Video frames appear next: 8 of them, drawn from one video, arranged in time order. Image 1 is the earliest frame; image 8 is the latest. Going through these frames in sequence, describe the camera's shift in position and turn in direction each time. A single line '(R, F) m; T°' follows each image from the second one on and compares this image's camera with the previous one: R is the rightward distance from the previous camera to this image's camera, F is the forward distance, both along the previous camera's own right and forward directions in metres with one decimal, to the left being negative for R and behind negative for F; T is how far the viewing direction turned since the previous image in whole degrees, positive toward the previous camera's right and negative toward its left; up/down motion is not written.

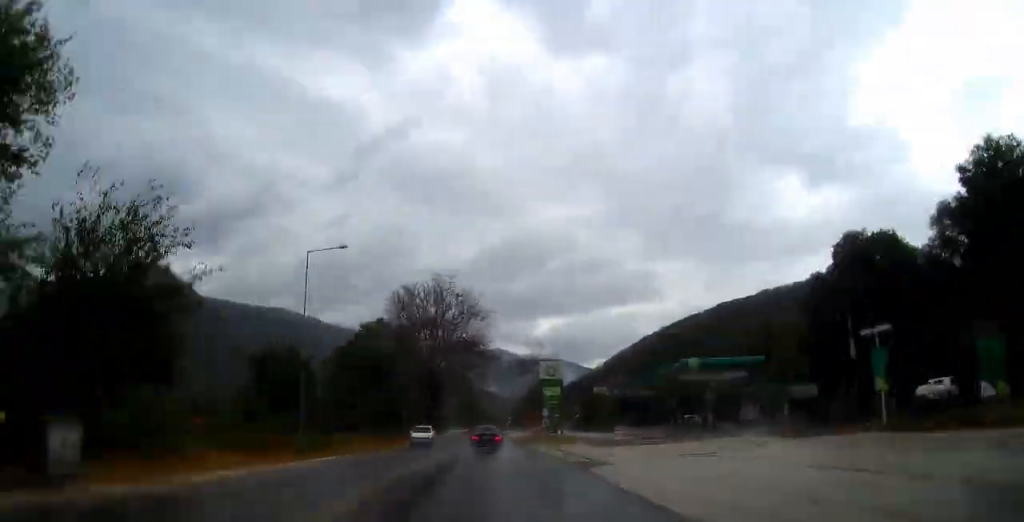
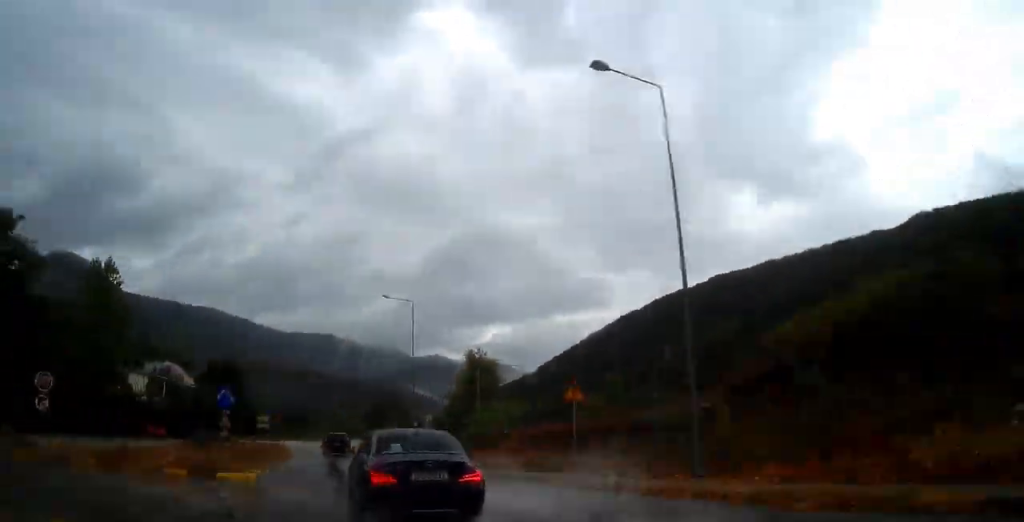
(+0.5, +144.7) m; -4°
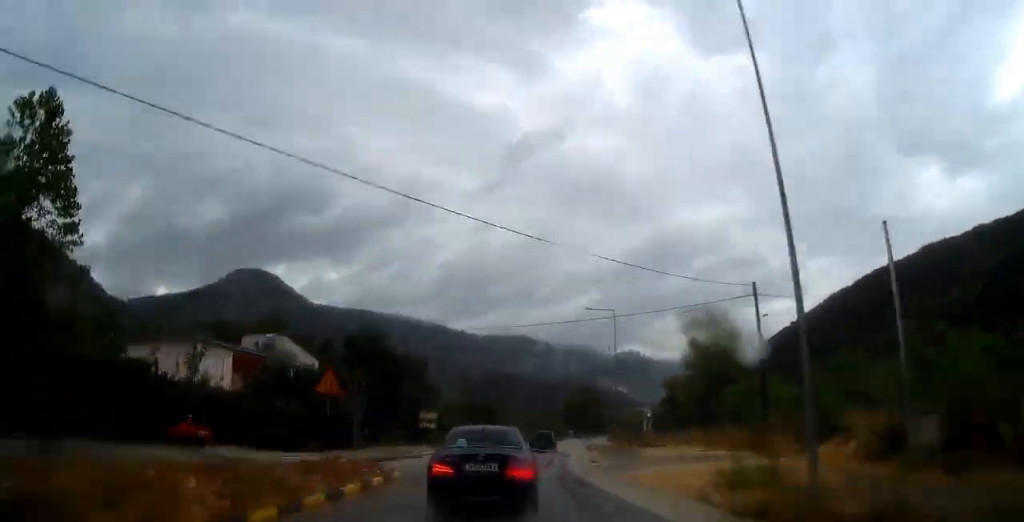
(-3.5, +33.6) m; -2°
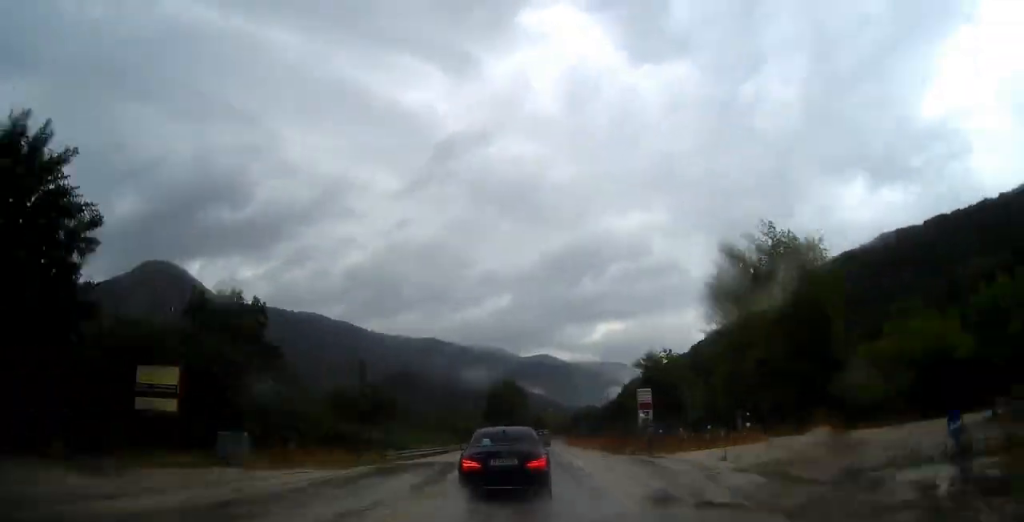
(0.0, +47.2) m; +1°
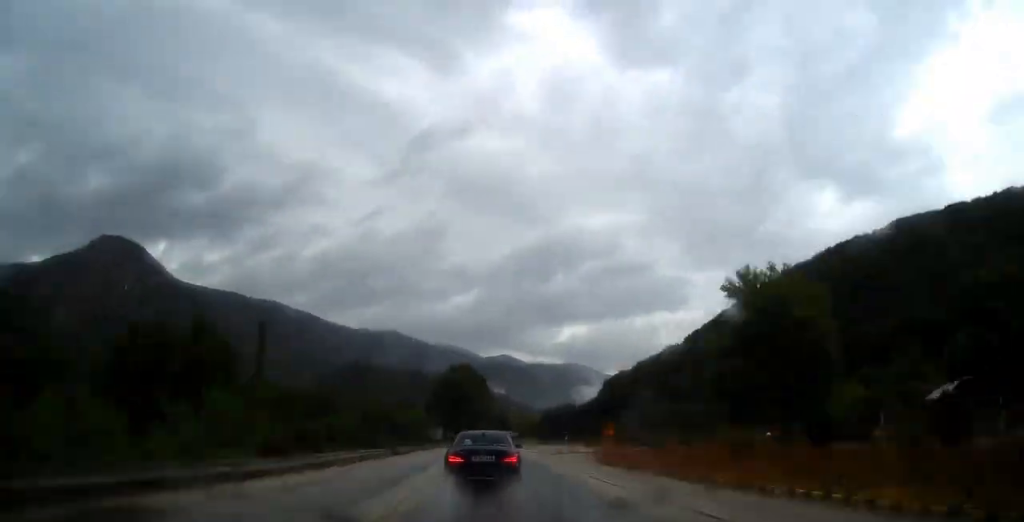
(+1.4, +47.5) m; +2°
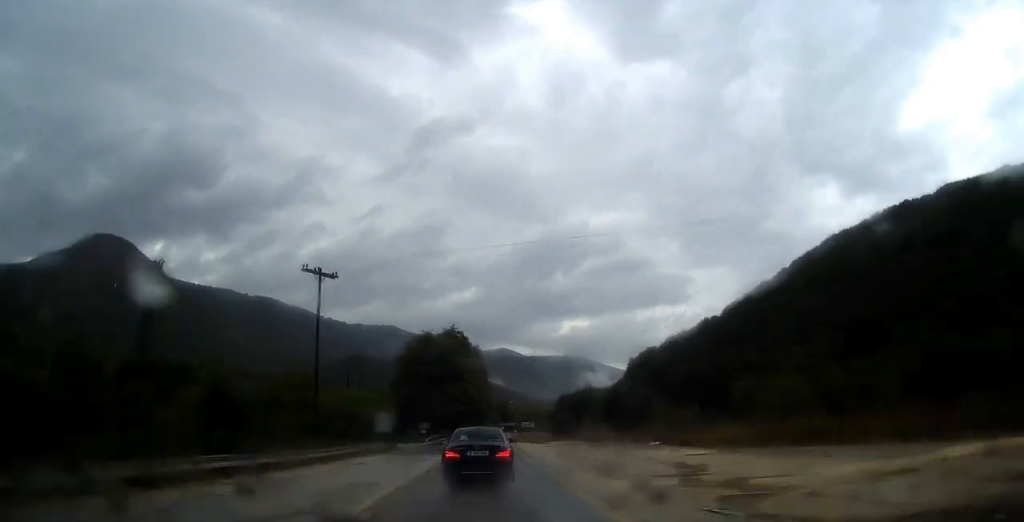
(+0.2, +41.8) m; +1°
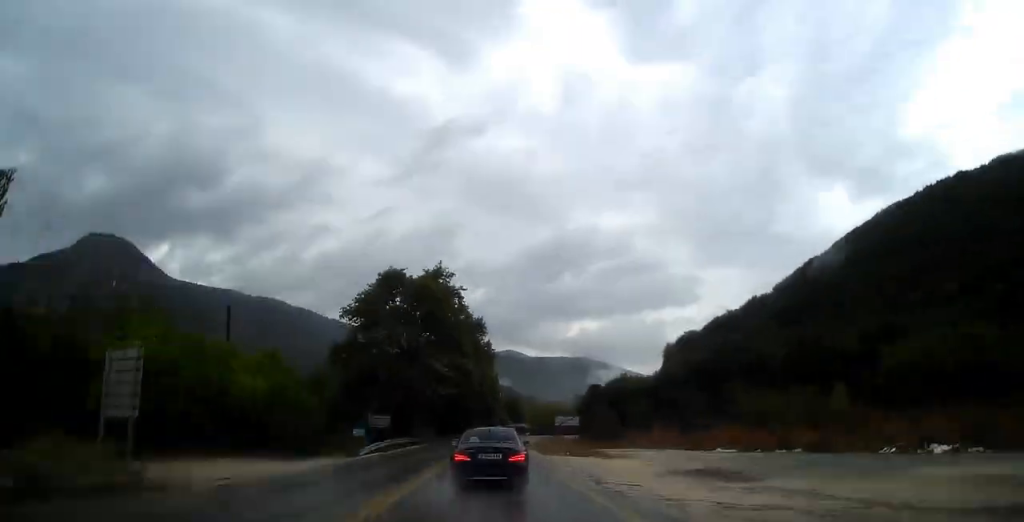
(-0.2, +31.5) m; +1°
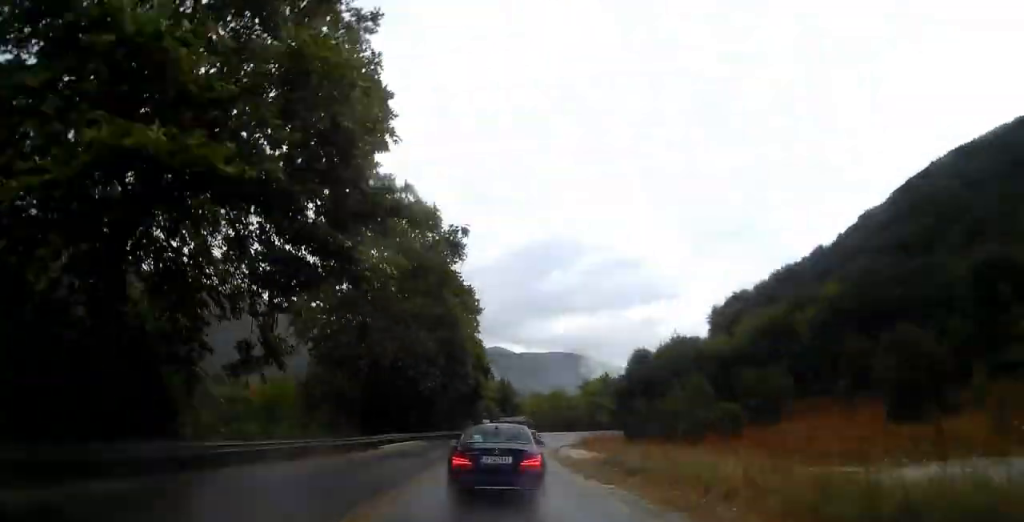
(+0.5, +41.0) m; +6°
